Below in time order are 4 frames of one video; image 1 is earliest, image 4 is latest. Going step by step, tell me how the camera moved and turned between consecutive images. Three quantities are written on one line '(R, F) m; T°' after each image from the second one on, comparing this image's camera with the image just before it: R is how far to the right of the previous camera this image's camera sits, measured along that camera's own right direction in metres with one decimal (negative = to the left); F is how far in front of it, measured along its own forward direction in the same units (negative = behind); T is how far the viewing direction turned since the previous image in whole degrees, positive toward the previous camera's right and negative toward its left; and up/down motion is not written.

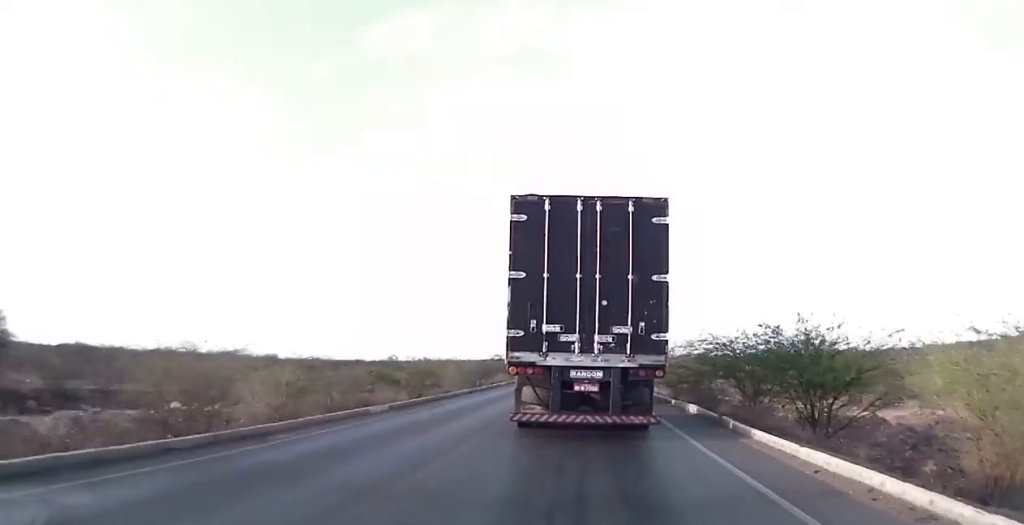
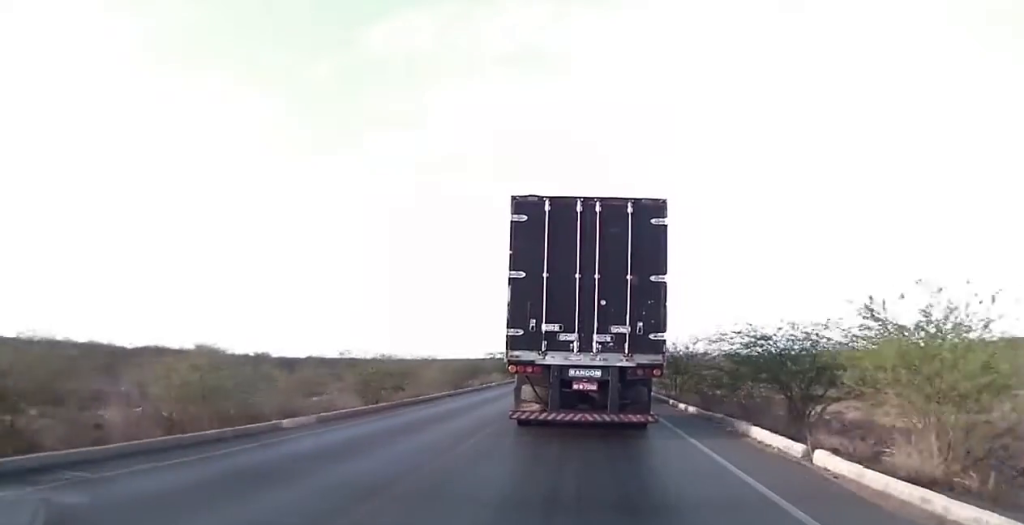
(-0.2, +6.3) m; +1°
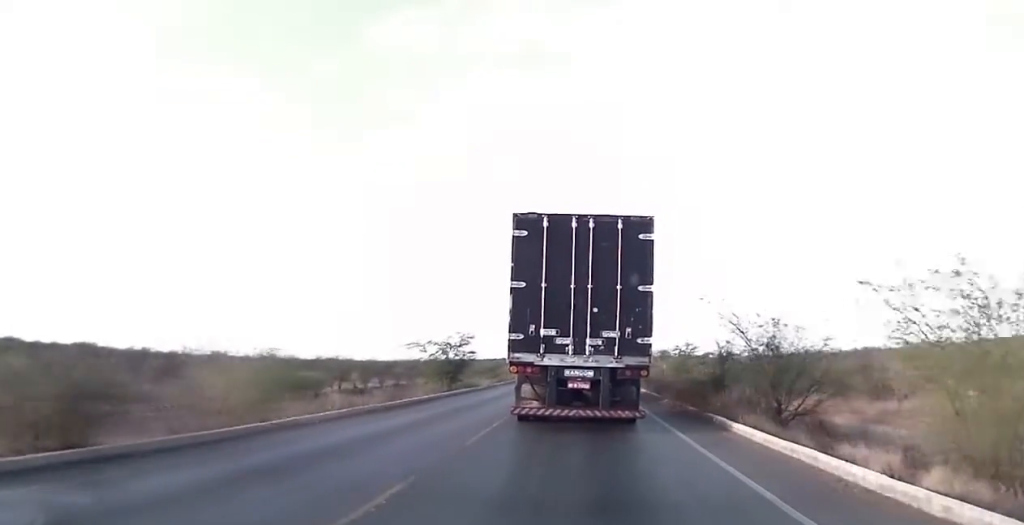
(+0.3, +31.6) m; -1°
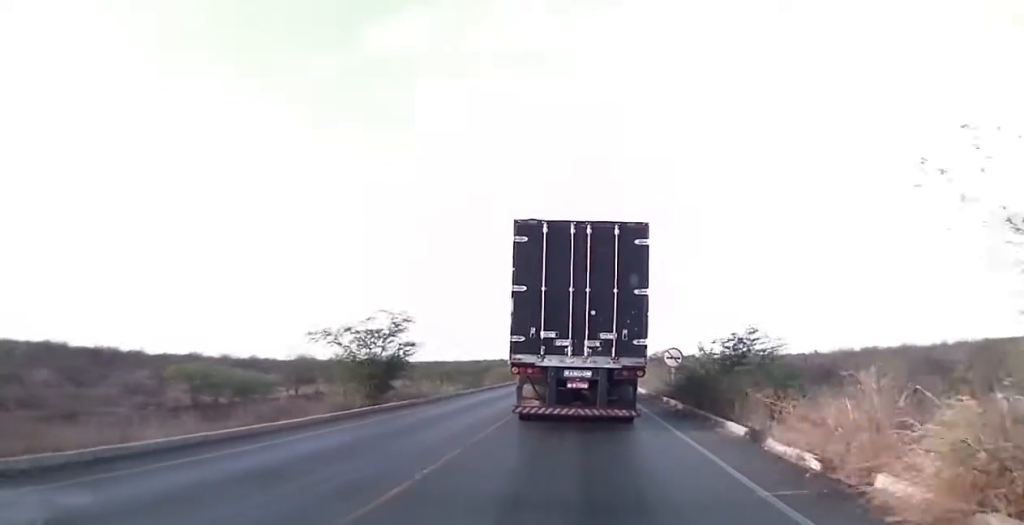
(0.0, +14.8) m; +2°
